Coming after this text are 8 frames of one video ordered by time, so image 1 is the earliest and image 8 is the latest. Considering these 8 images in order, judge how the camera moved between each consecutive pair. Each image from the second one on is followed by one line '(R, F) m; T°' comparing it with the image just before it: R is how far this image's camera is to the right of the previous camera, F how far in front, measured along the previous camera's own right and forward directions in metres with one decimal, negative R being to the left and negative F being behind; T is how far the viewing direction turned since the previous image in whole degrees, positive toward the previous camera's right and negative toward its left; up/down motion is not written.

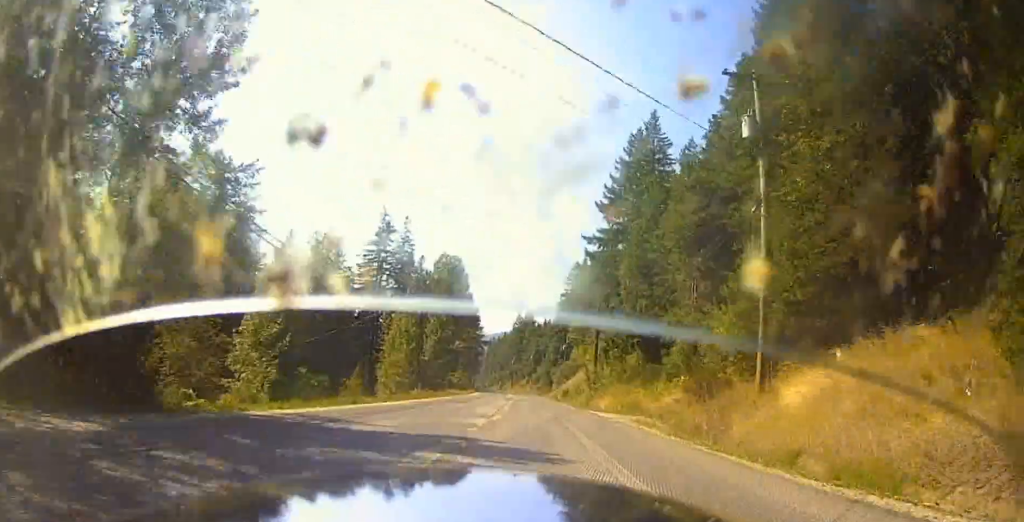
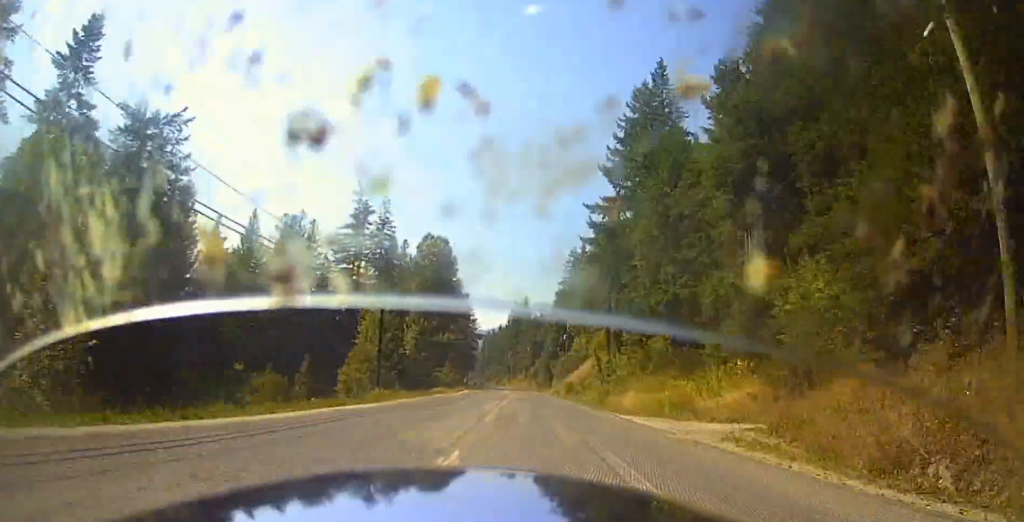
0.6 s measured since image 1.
(0.0, +11.8) m; -1°
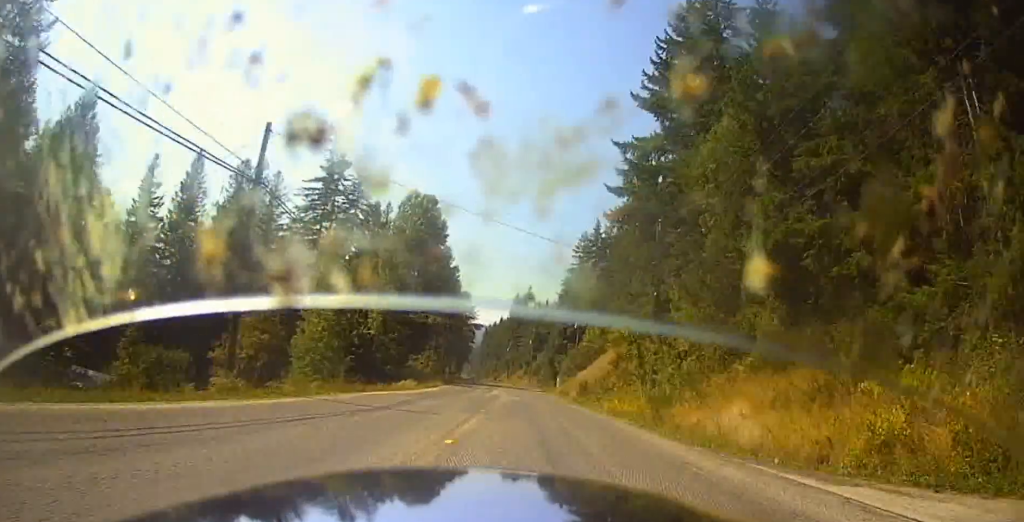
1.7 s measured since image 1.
(-0.2, +19.3) m; -1°
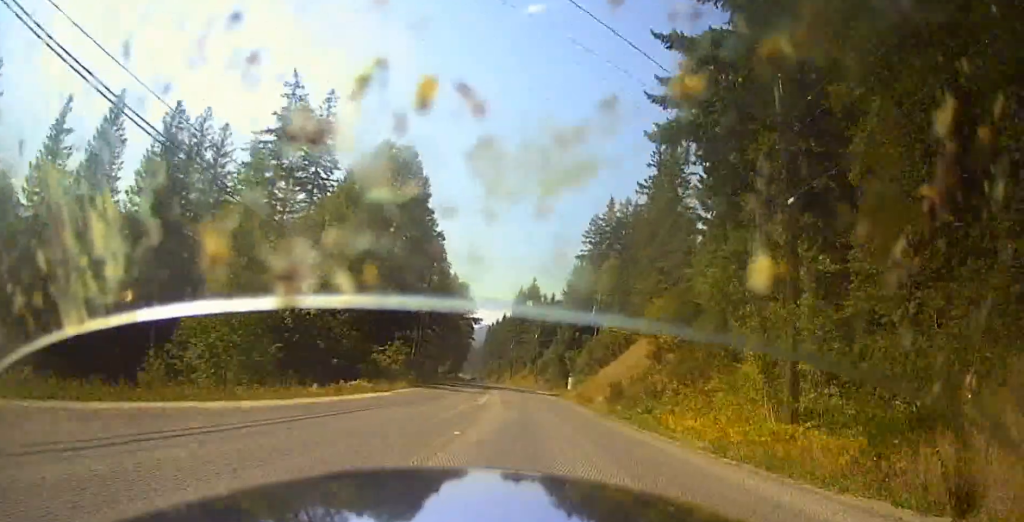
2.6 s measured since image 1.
(-0.1, +17.2) m; 0°
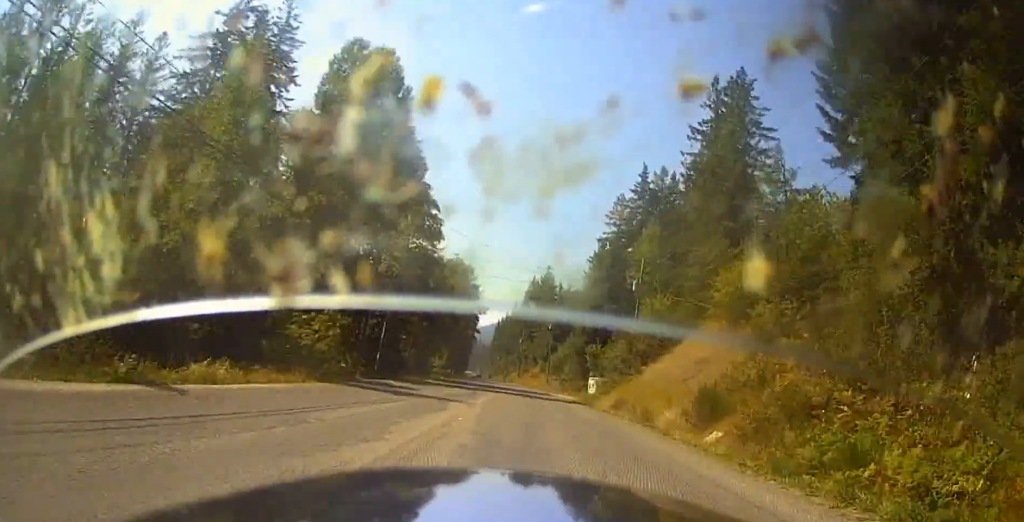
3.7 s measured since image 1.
(0.0, +19.4) m; 0°
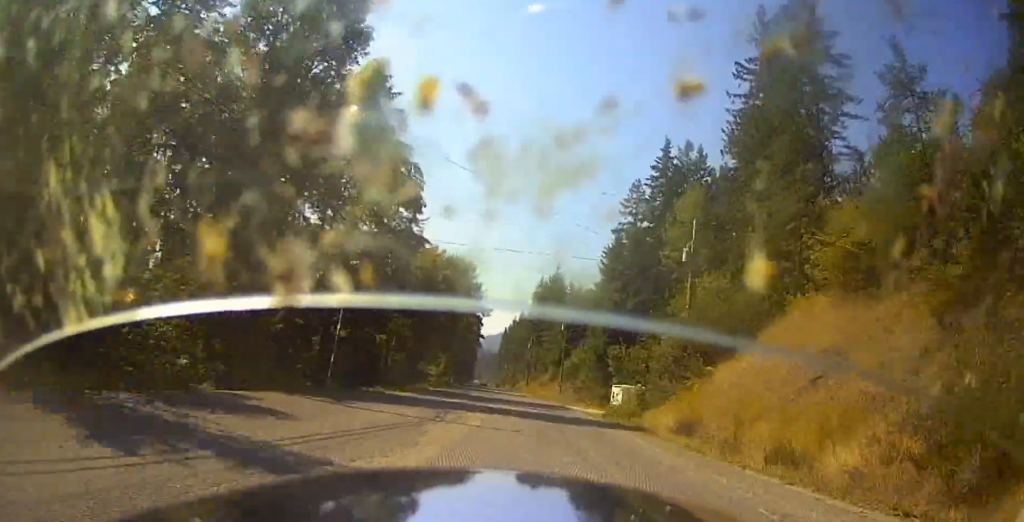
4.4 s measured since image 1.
(0.0, +13.9) m; 0°
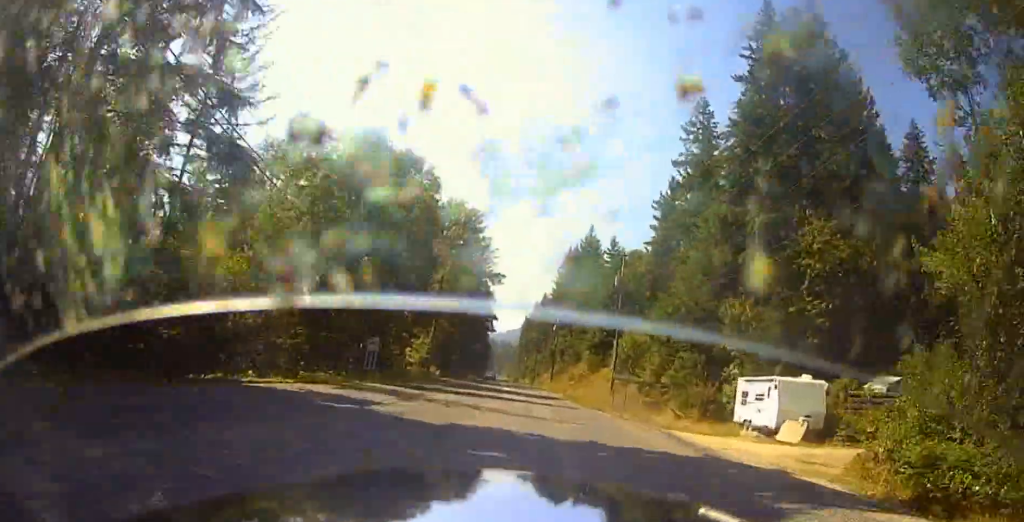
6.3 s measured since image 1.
(-0.4, +33.1) m; -2°
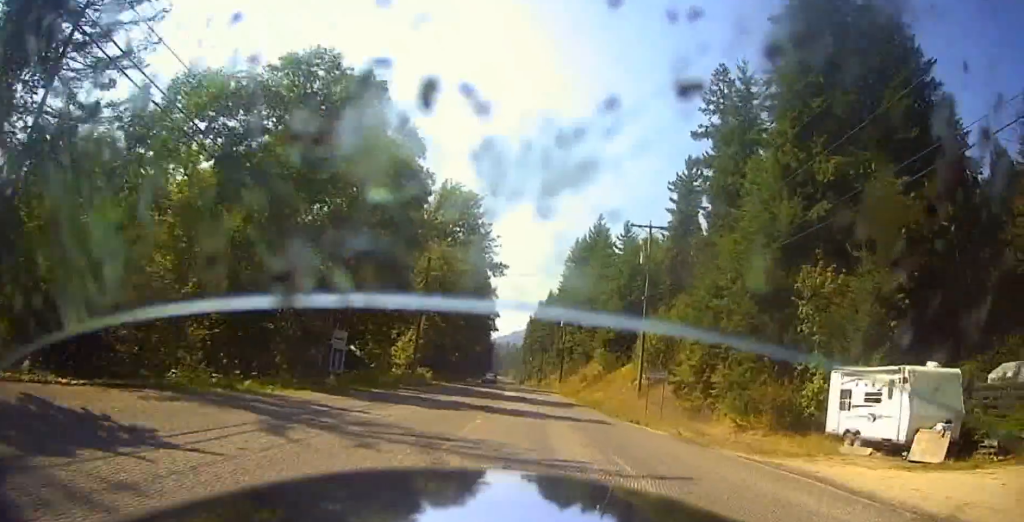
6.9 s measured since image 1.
(-0.1, +8.9) m; -1°
